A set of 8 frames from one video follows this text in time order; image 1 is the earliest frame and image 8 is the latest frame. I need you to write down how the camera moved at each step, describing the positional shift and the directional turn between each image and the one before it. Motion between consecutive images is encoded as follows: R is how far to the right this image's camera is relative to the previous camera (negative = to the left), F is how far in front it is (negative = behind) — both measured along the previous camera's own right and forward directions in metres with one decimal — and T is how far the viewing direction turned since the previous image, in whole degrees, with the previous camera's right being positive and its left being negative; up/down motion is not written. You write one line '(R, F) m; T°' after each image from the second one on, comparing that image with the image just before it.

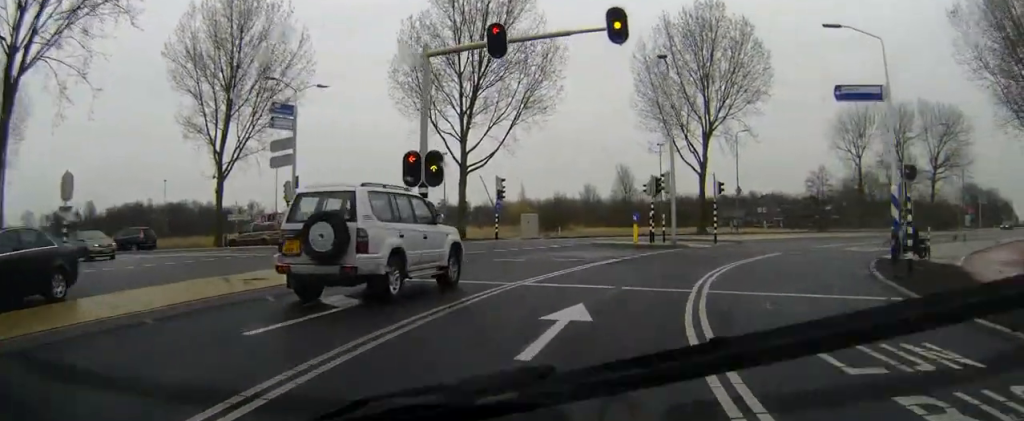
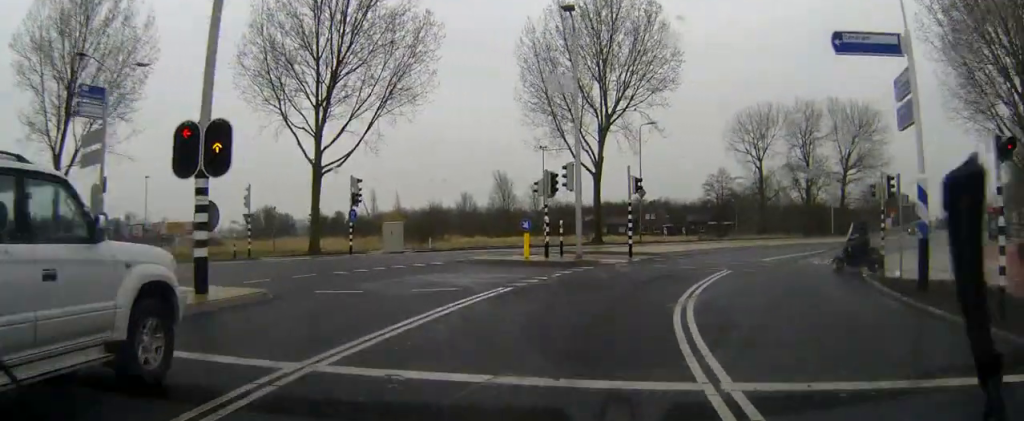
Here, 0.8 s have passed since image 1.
(+0.9, +8.0) m; +9°
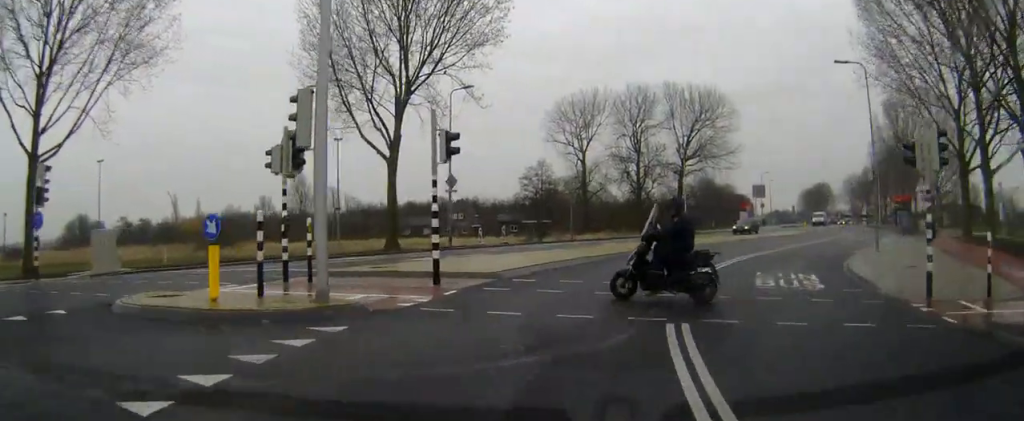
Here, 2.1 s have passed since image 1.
(+1.6, +12.8) m; +14°
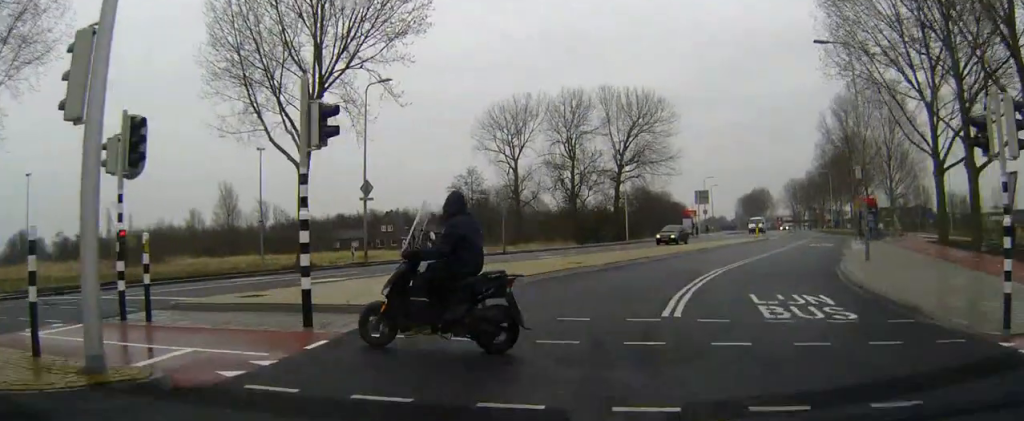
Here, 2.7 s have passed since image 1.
(+0.3, +4.7) m; +5°
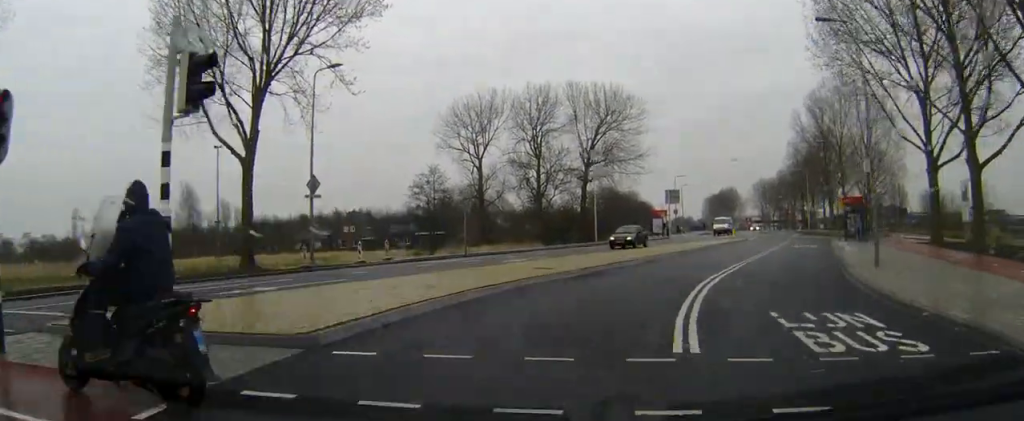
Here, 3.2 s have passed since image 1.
(0.0, +3.5) m; +4°
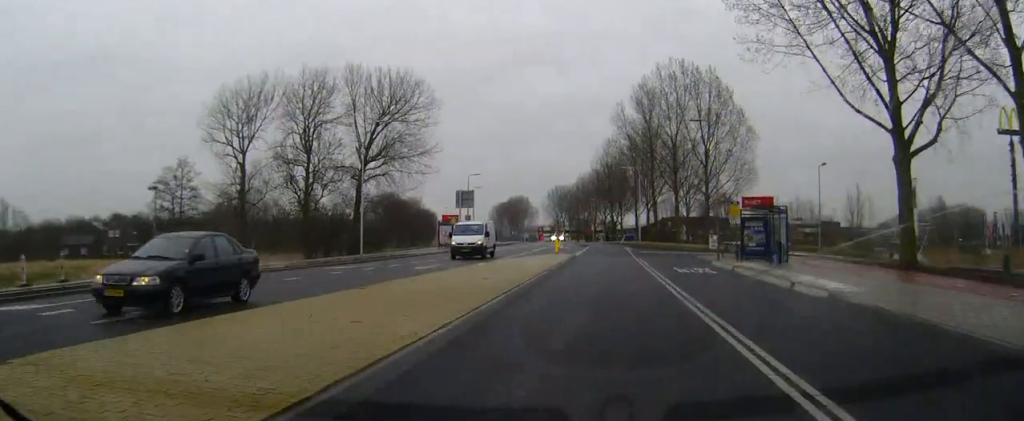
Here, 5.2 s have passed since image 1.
(+2.6, +18.5) m; +15°
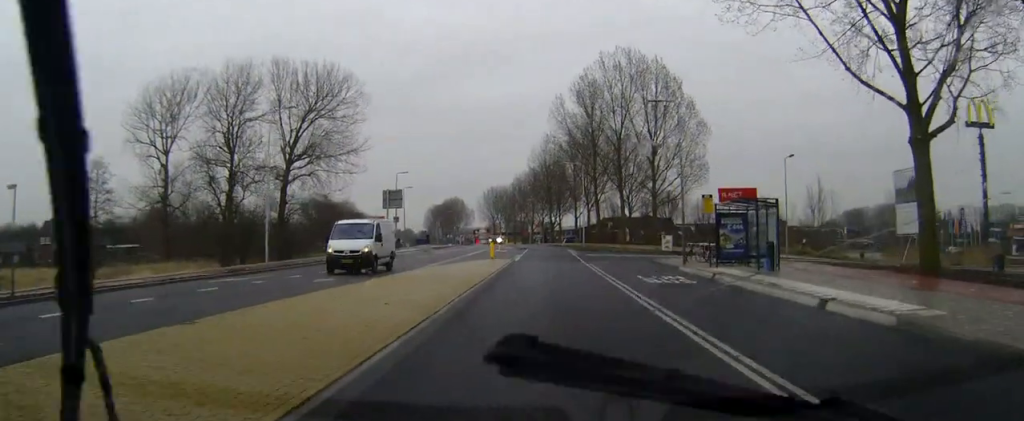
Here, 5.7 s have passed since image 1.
(+0.4, +6.6) m; +3°
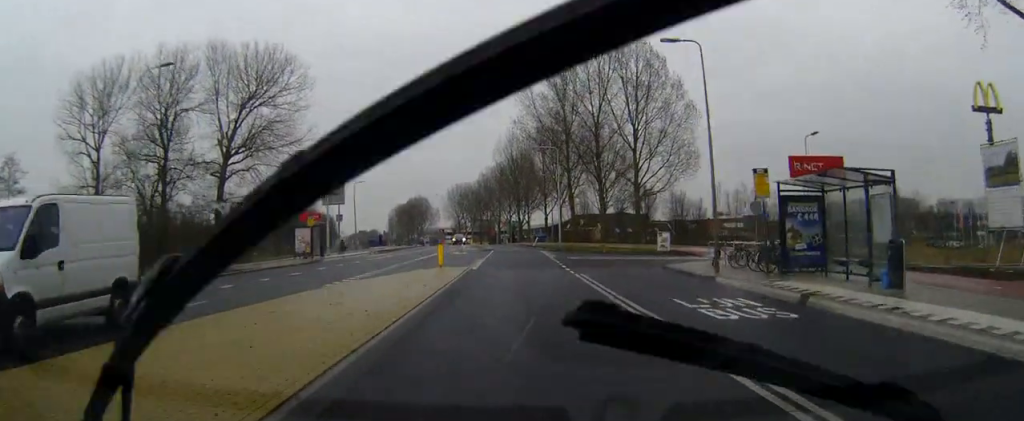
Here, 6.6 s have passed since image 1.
(+0.4, +11.4) m; +2°
